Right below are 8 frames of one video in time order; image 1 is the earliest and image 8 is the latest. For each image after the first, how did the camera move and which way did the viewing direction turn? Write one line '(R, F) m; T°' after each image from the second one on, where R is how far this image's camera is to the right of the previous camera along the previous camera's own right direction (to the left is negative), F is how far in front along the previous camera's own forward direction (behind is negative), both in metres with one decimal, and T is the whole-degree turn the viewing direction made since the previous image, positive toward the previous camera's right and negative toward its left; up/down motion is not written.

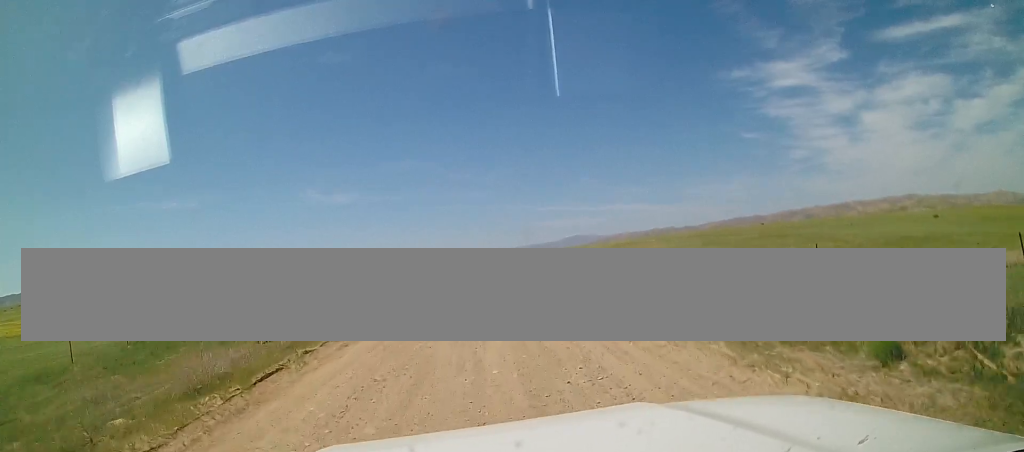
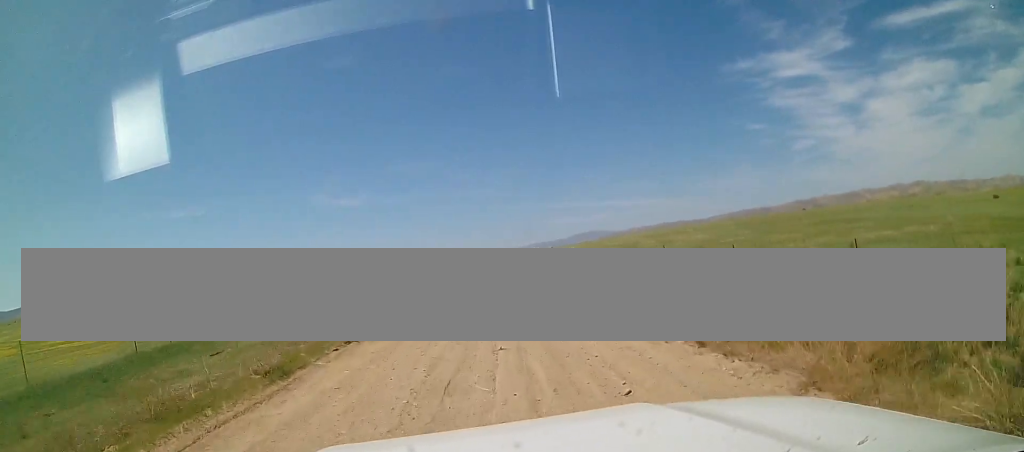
(0.0, +10.6) m; +1°
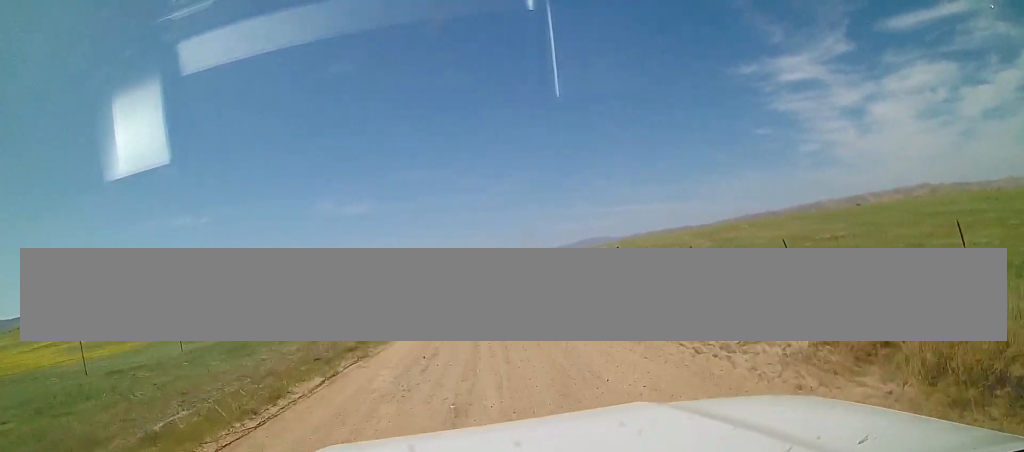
(+0.2, +13.1) m; -1°
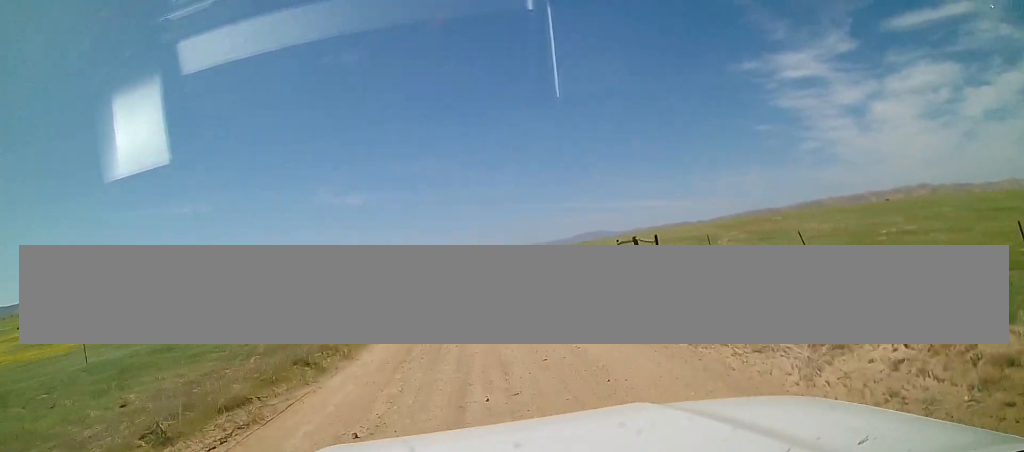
(-0.2, +6.1) m; -1°
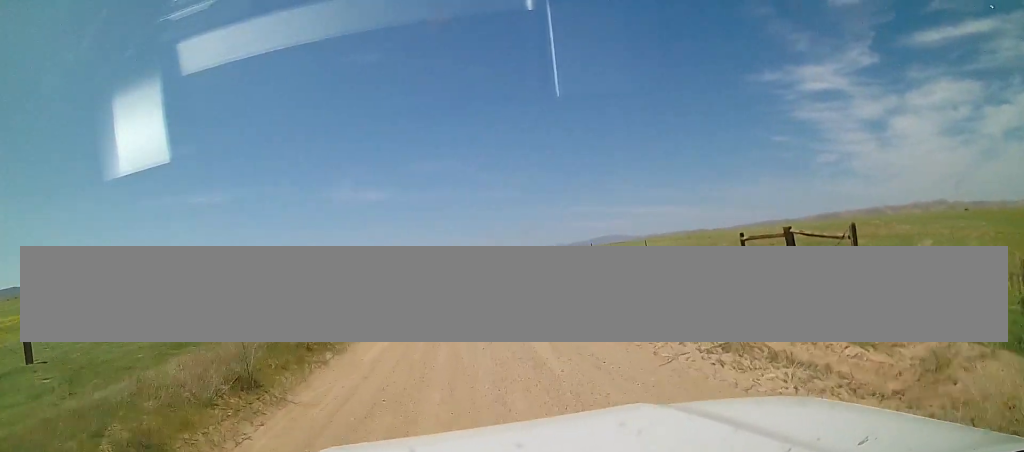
(+0.1, +10.8) m; -2°
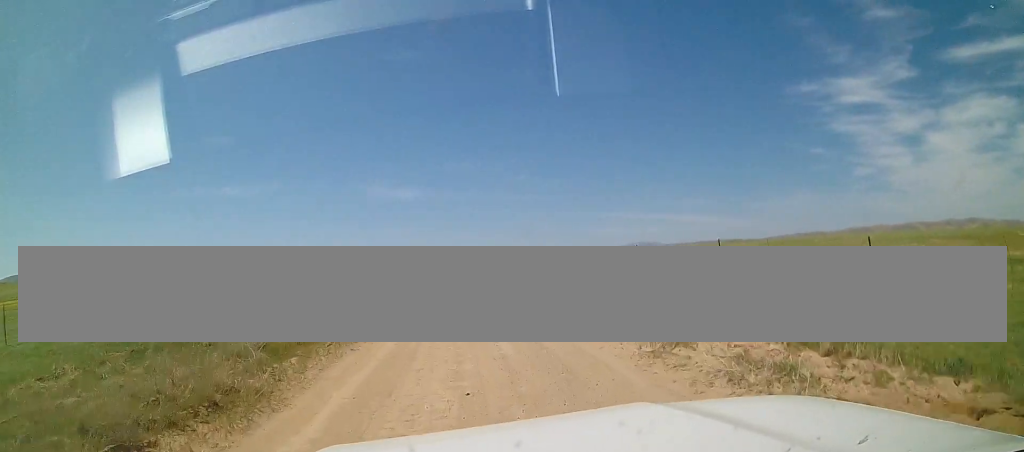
(-0.4, +10.3) m; -1°
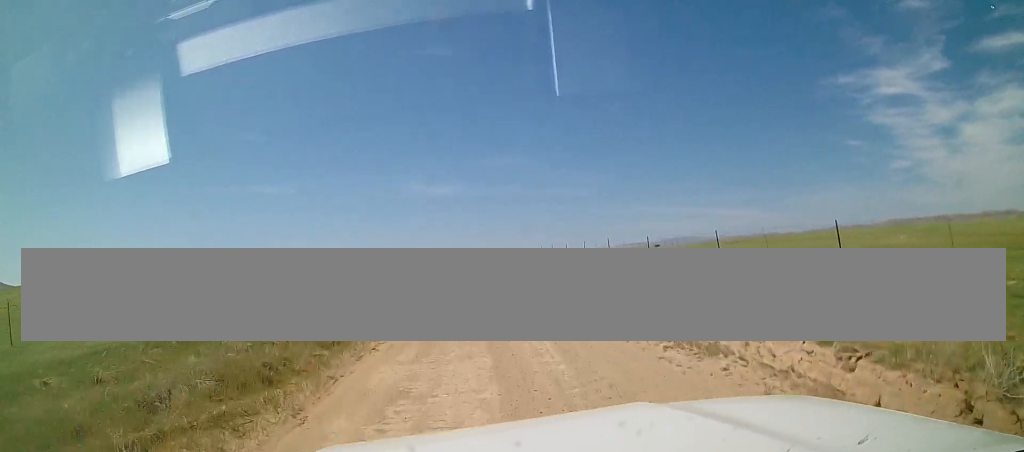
(+0.1, +9.5) m; -3°
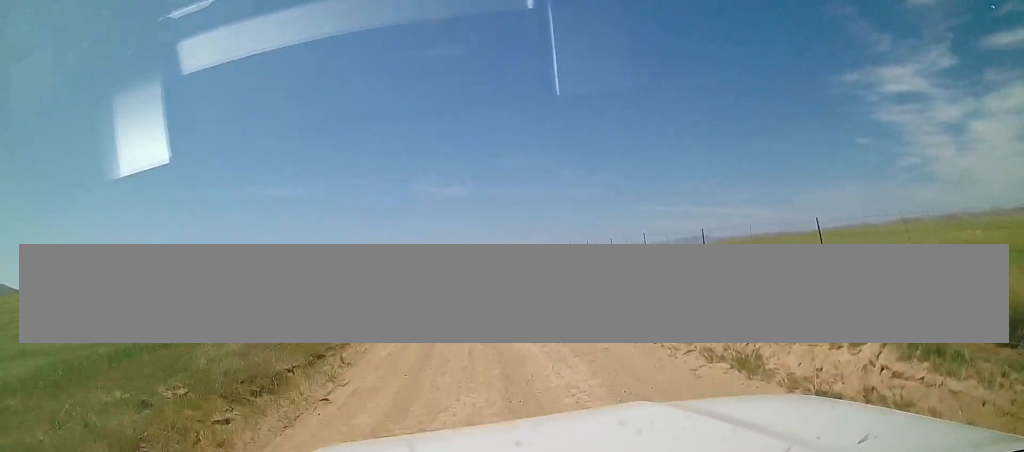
(+0.2, +4.4) m; -2°
